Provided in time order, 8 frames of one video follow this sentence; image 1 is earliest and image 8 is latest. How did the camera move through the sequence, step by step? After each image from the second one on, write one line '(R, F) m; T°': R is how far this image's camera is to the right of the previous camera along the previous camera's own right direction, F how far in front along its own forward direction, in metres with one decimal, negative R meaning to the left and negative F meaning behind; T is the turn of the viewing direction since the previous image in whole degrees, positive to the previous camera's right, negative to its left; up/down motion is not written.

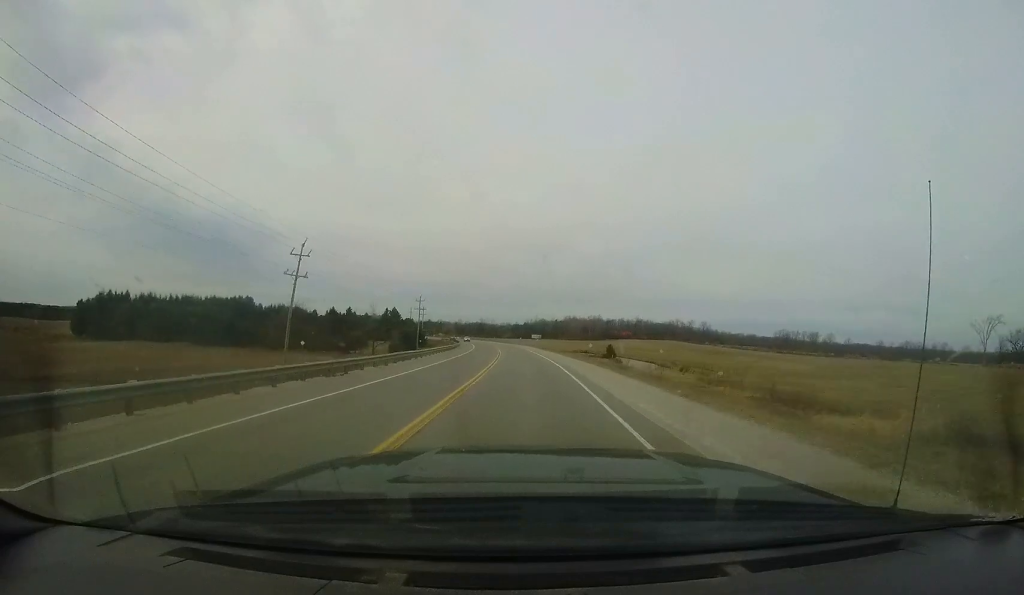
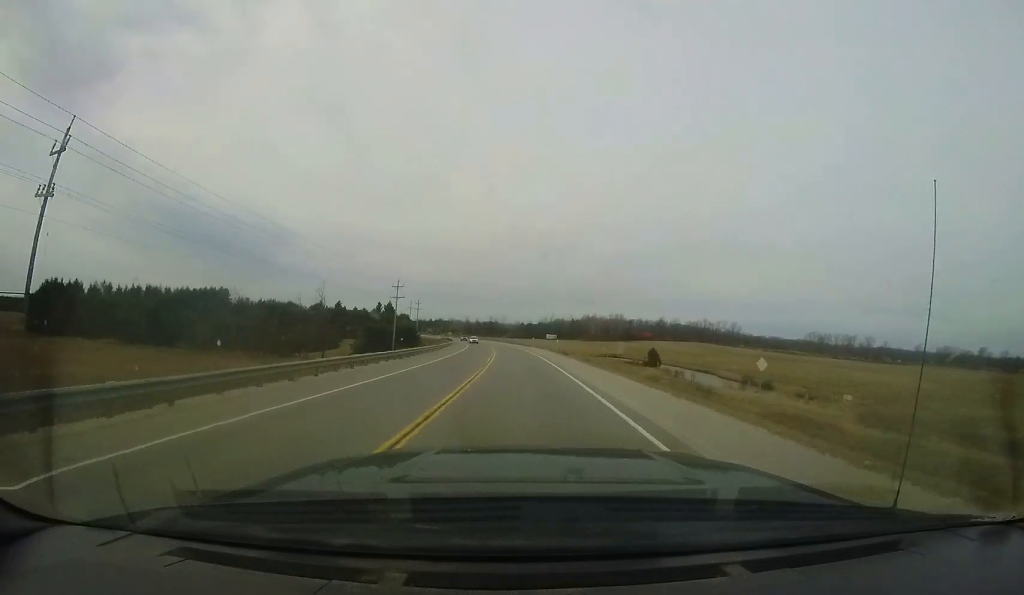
(-0.4, +23.8) m; -3°
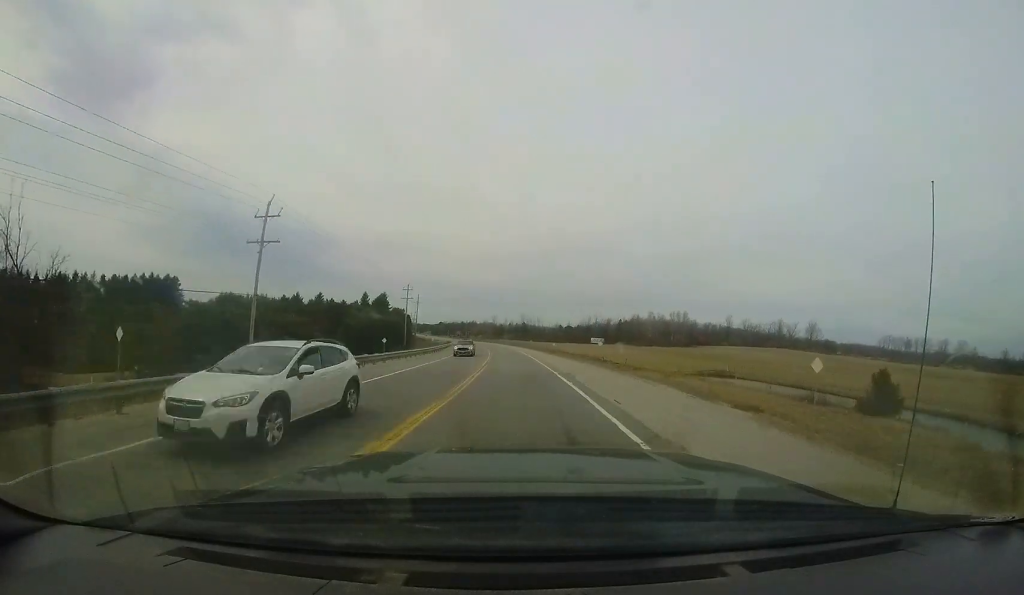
(-2.3, +42.4) m; -5°
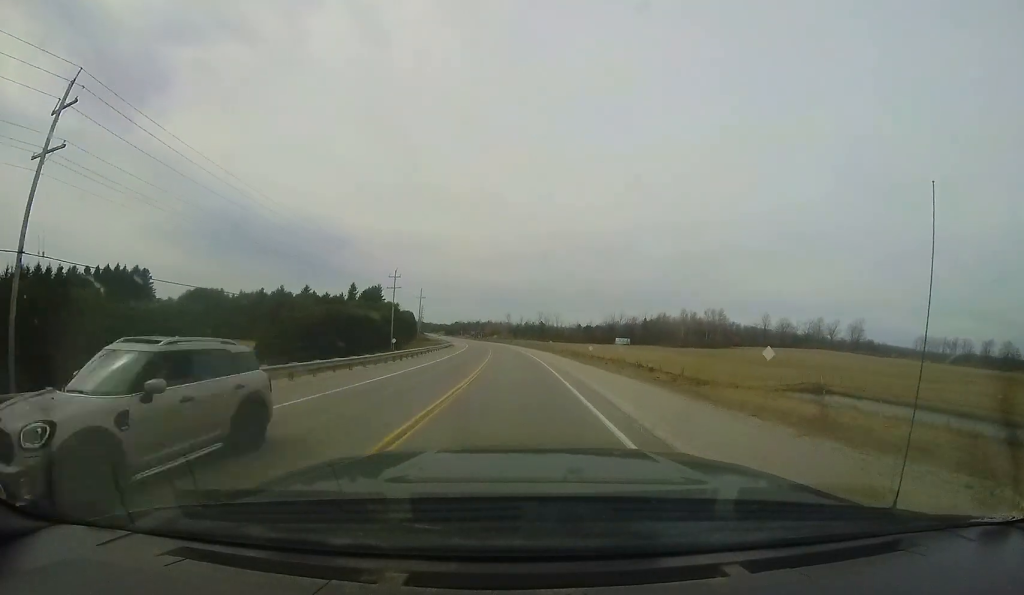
(-0.1, +17.7) m; -2°
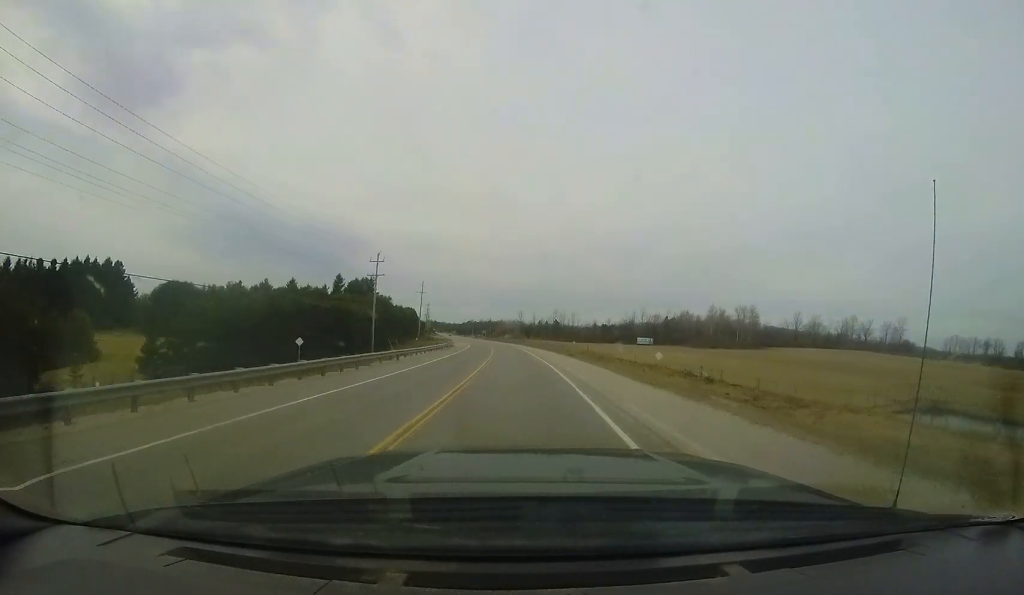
(-0.2, +13.3) m; -2°
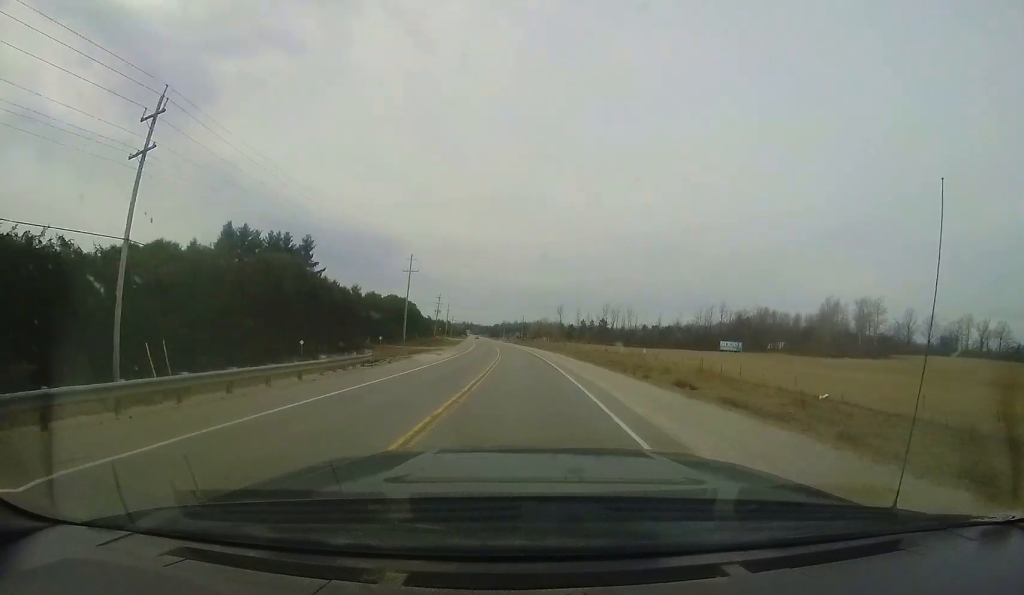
(-3.5, +39.9) m; -8°
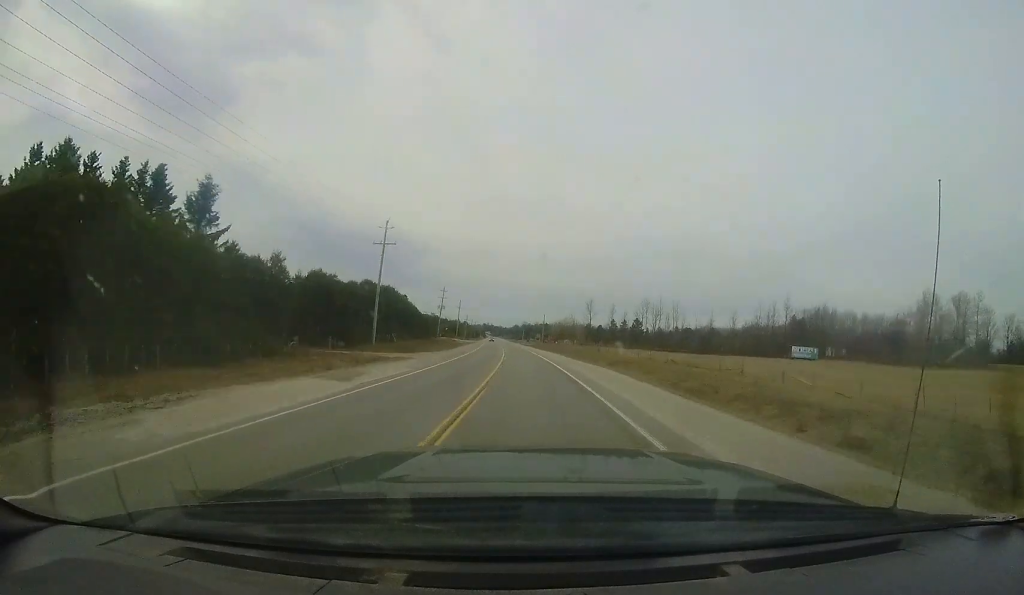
(-0.3, +22.2) m; -1°
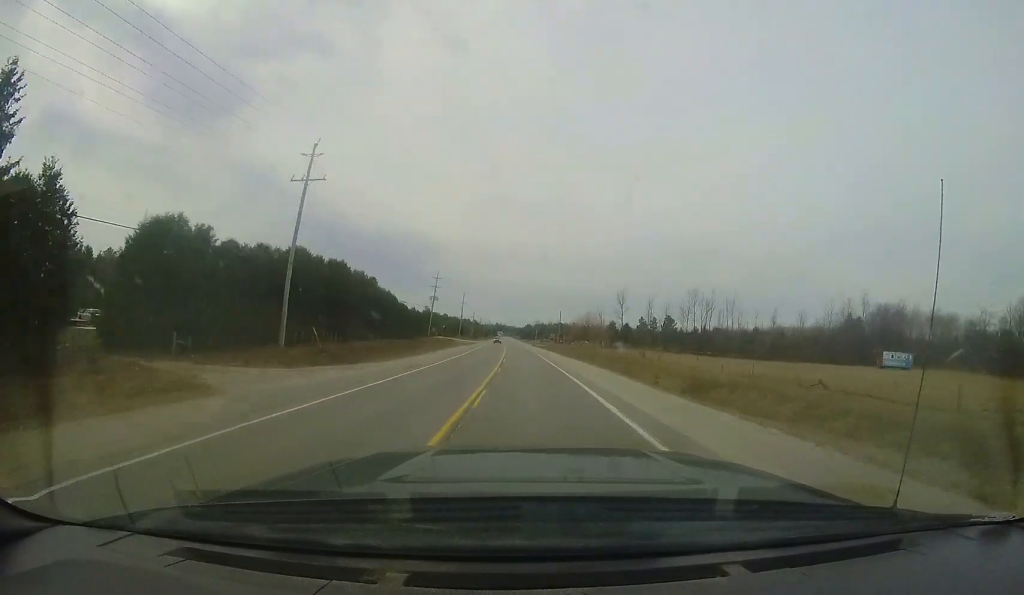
(-0.1, +21.3) m; -1°
